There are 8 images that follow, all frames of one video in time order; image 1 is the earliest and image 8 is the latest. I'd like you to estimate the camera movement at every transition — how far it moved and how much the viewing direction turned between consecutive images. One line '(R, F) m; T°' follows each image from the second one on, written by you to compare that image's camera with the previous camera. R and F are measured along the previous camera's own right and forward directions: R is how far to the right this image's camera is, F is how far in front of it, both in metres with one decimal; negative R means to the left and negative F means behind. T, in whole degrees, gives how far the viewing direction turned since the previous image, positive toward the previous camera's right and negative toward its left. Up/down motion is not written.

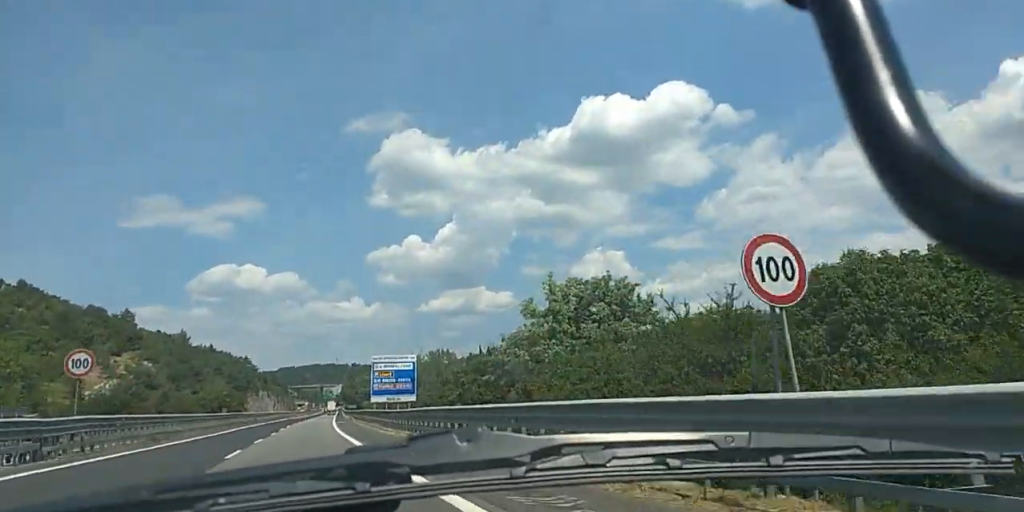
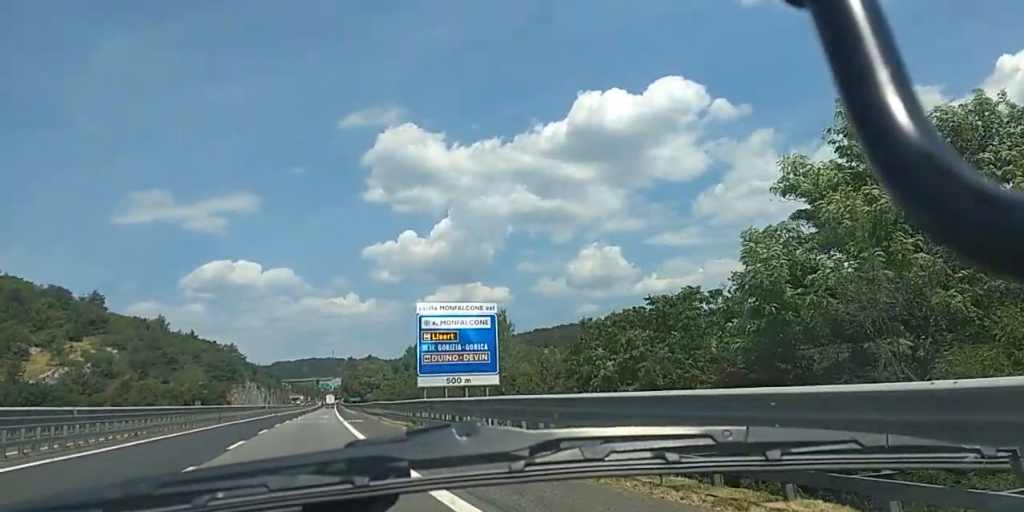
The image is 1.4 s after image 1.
(-0.4, +34.1) m; 0°
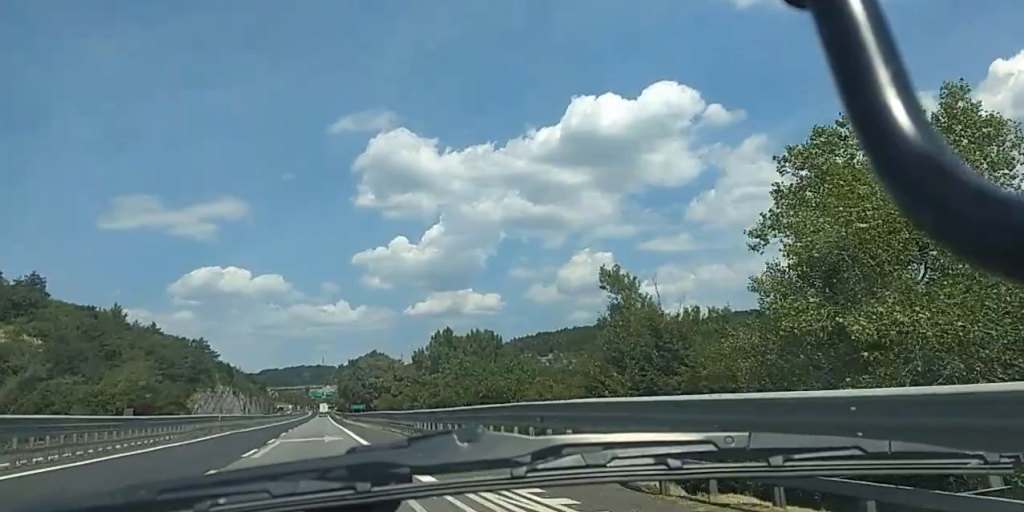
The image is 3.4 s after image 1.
(+0.1, +46.0) m; 0°
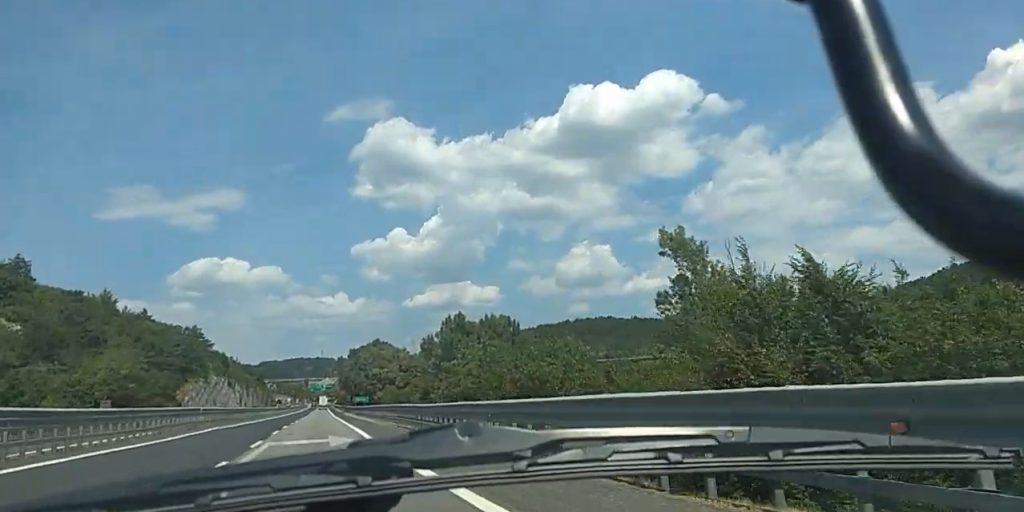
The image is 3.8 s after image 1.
(0.0, +9.5) m; 0°
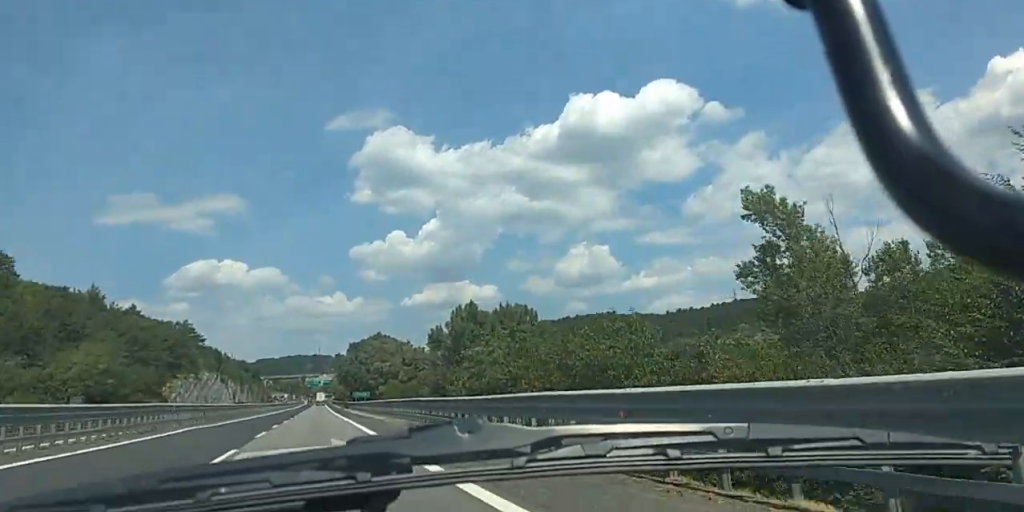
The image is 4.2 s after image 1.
(0.0, +9.4) m; 0°
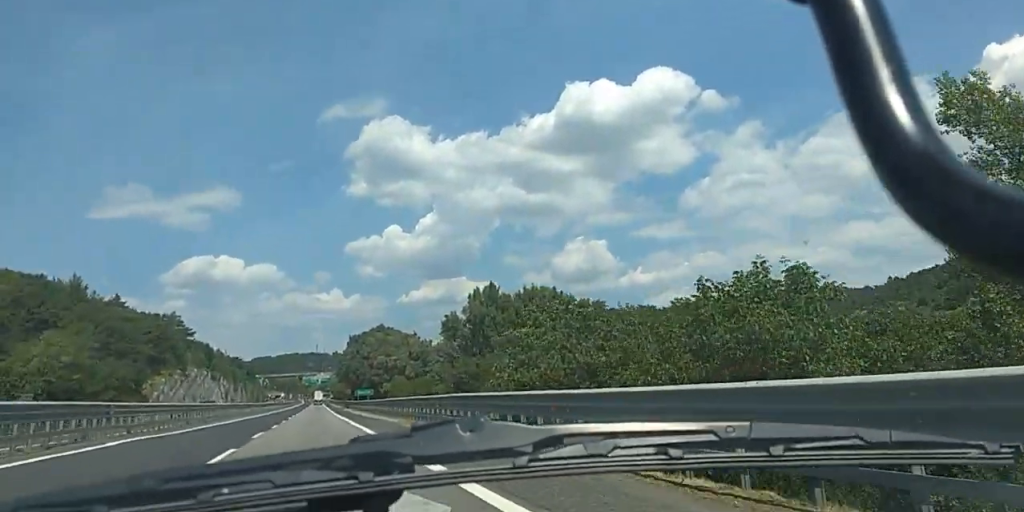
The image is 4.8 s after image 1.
(+0.1, +12.4) m; 0°
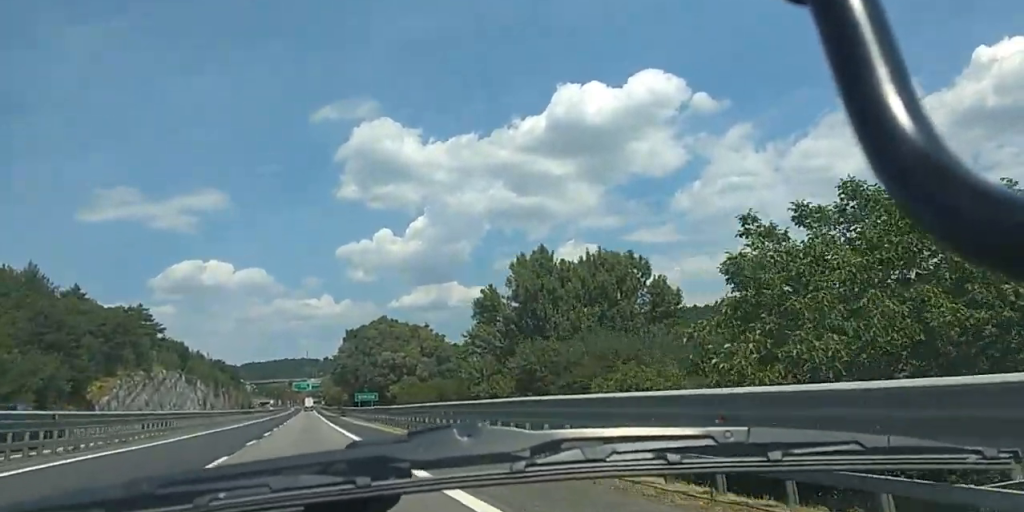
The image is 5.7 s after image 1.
(-0.2, +22.2) m; +1°
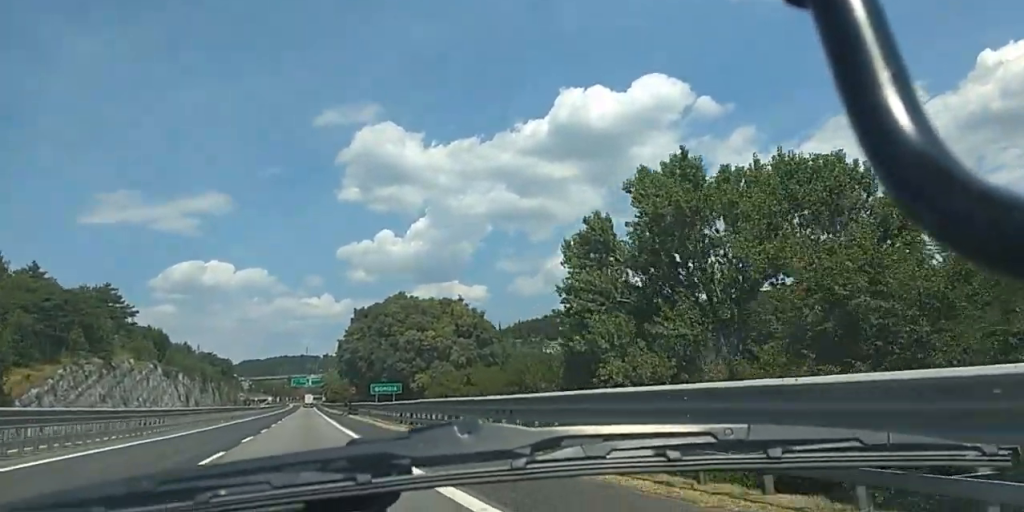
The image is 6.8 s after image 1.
(+0.5, +23.4) m; 0°
